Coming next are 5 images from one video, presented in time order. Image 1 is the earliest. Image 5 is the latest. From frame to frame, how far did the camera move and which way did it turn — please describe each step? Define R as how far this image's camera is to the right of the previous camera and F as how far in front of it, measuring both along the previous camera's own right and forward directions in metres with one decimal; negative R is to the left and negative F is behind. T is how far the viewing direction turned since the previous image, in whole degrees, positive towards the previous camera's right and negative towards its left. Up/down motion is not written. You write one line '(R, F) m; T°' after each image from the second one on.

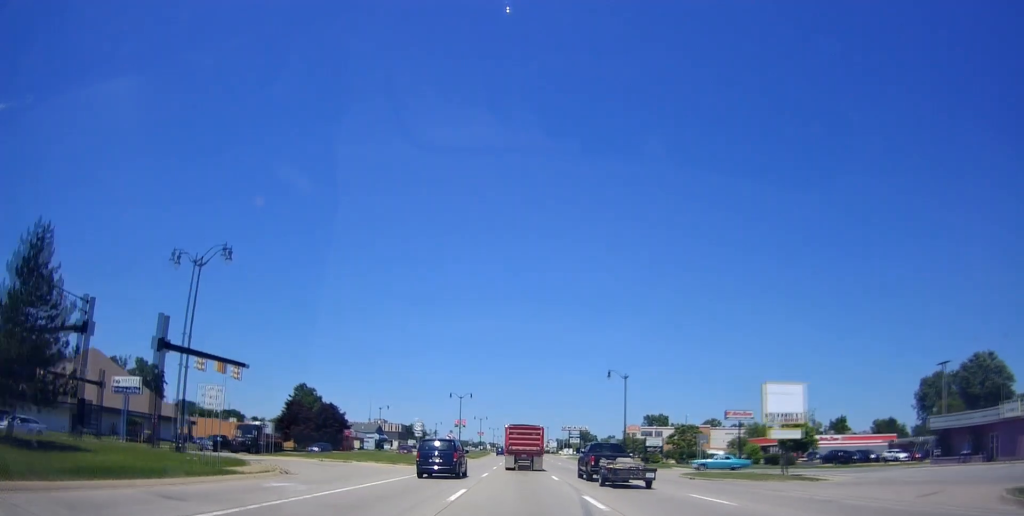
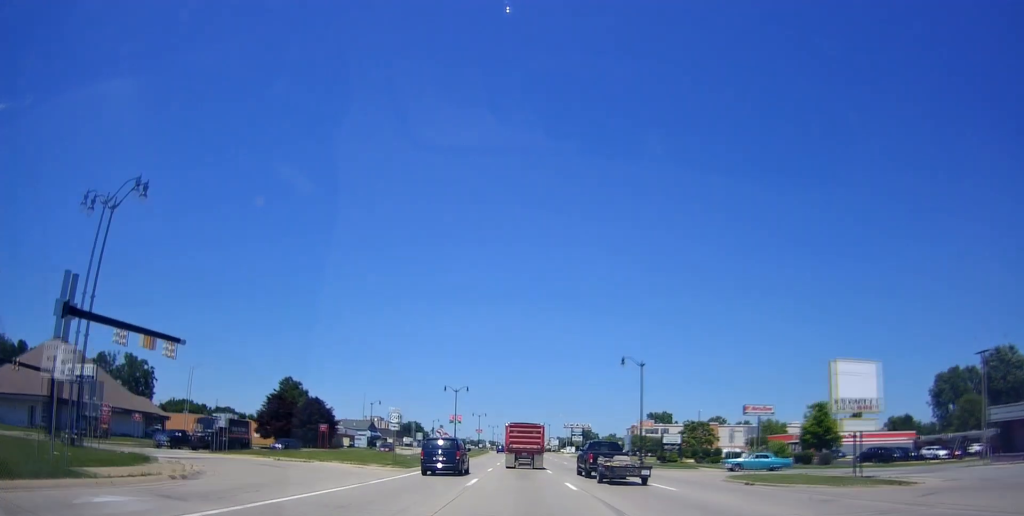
(+0.1, +8.8) m; -1°
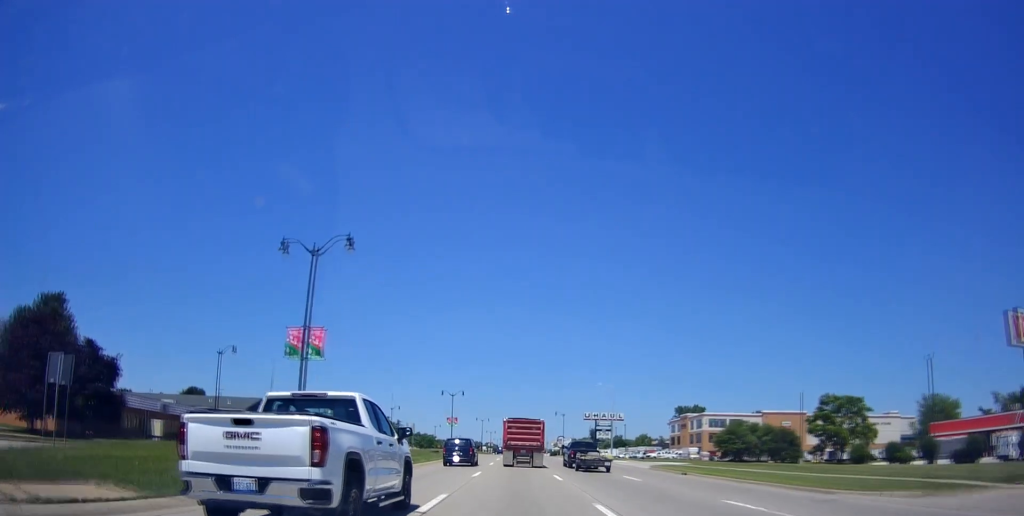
(+0.1, +69.9) m; 0°
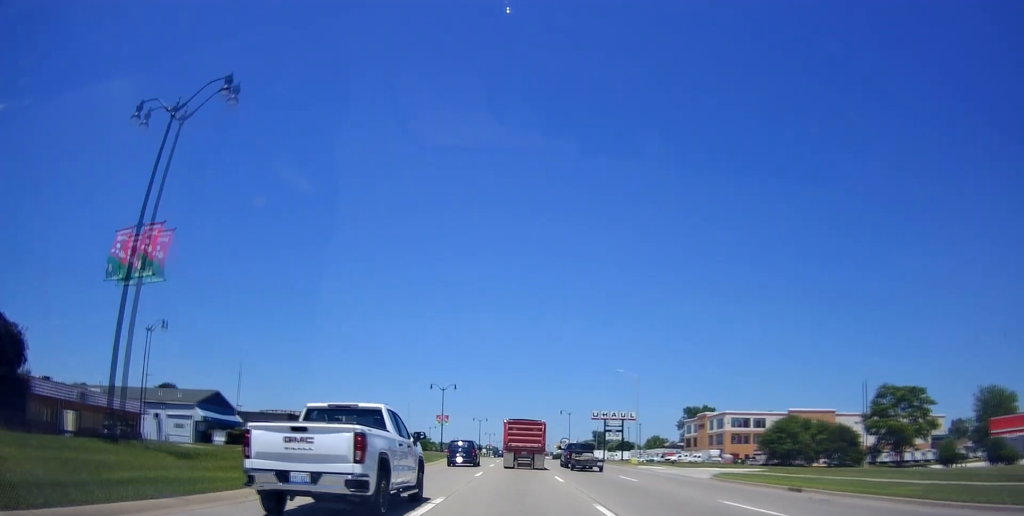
(-0.1, +14.7) m; 0°
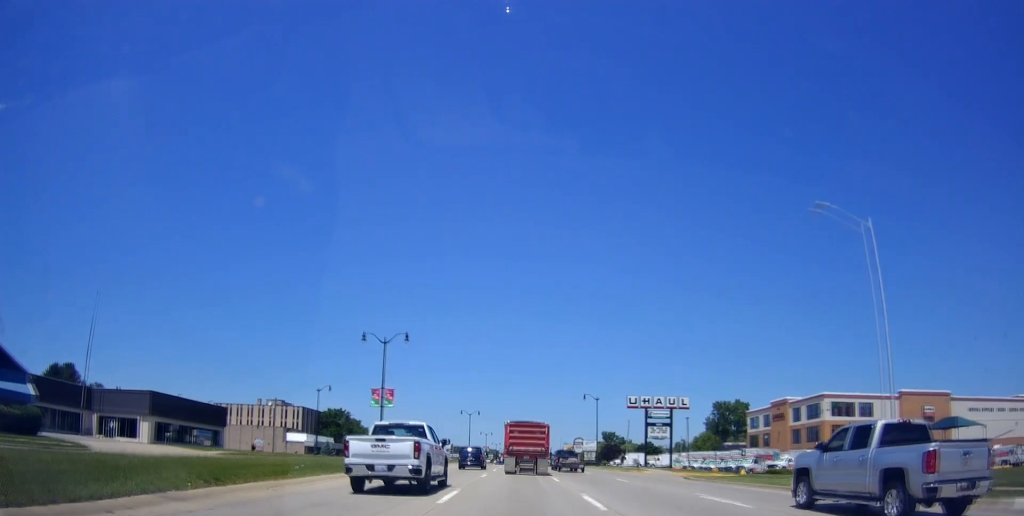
(-0.3, +42.7) m; -2°
